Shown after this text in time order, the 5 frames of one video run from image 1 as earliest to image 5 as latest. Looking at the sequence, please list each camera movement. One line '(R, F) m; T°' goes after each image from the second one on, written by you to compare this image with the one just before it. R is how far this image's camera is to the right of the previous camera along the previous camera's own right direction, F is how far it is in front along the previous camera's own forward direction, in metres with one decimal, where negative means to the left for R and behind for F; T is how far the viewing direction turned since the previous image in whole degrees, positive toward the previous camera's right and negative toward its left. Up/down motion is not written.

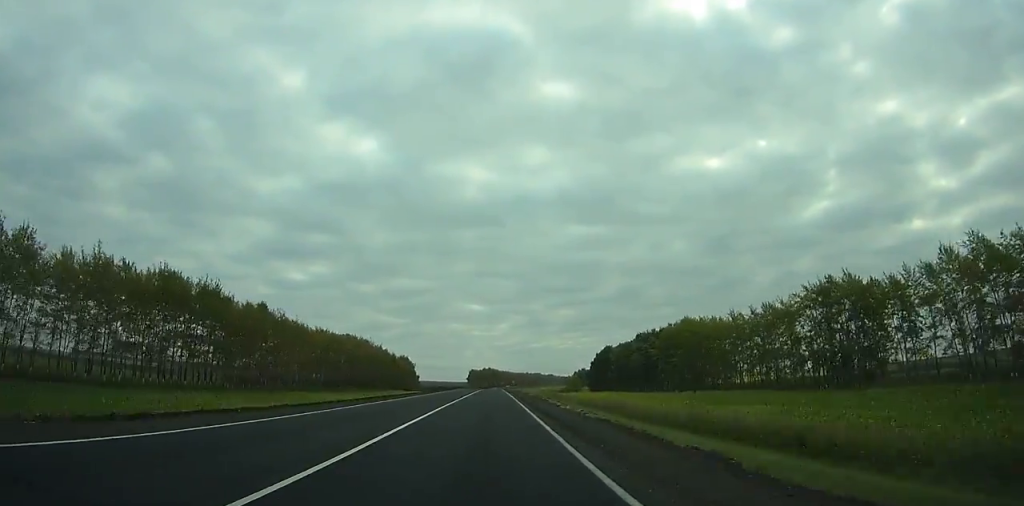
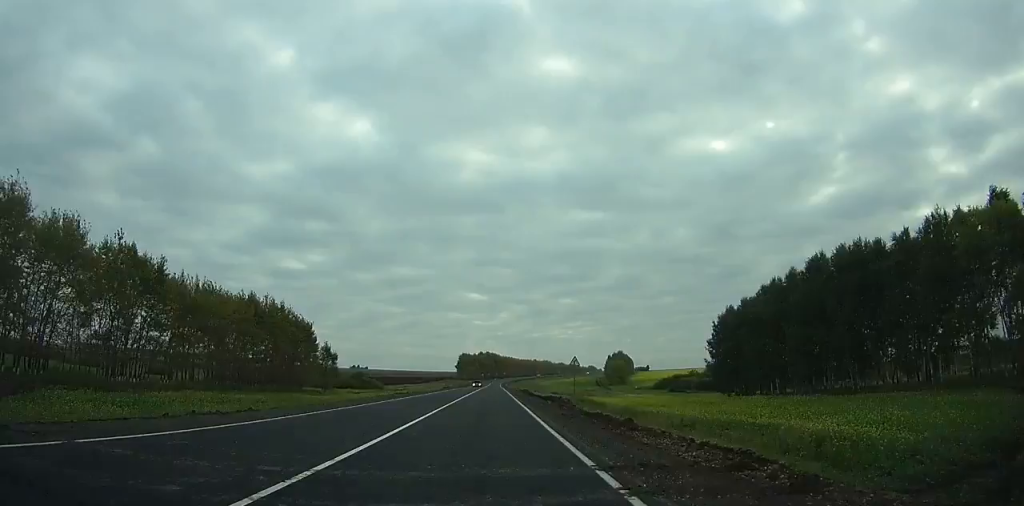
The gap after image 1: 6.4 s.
(+0.2, +146.3) m; 0°
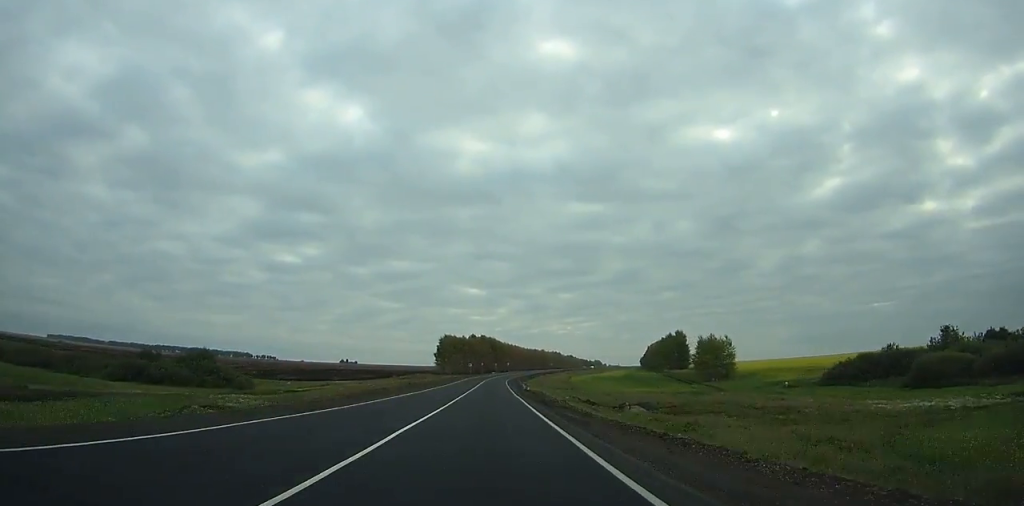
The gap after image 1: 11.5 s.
(-0.2, +119.0) m; 0°
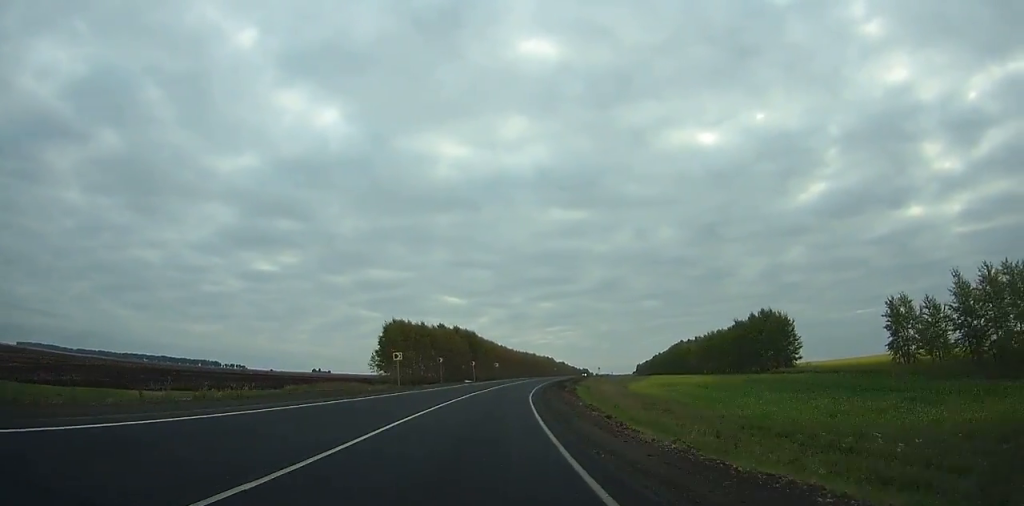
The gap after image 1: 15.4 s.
(+0.8, +91.2) m; +3°
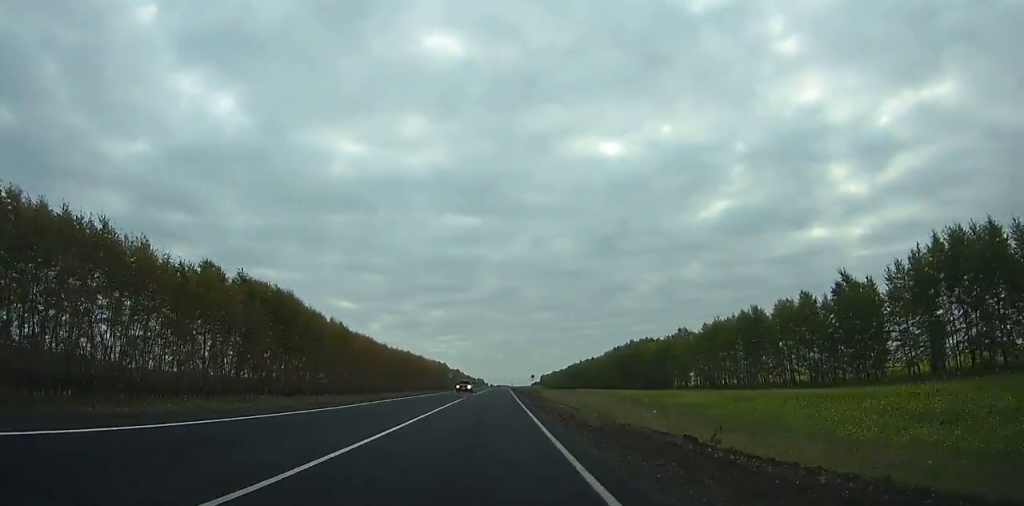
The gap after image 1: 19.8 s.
(+6.3, +101.7) m; +7°
